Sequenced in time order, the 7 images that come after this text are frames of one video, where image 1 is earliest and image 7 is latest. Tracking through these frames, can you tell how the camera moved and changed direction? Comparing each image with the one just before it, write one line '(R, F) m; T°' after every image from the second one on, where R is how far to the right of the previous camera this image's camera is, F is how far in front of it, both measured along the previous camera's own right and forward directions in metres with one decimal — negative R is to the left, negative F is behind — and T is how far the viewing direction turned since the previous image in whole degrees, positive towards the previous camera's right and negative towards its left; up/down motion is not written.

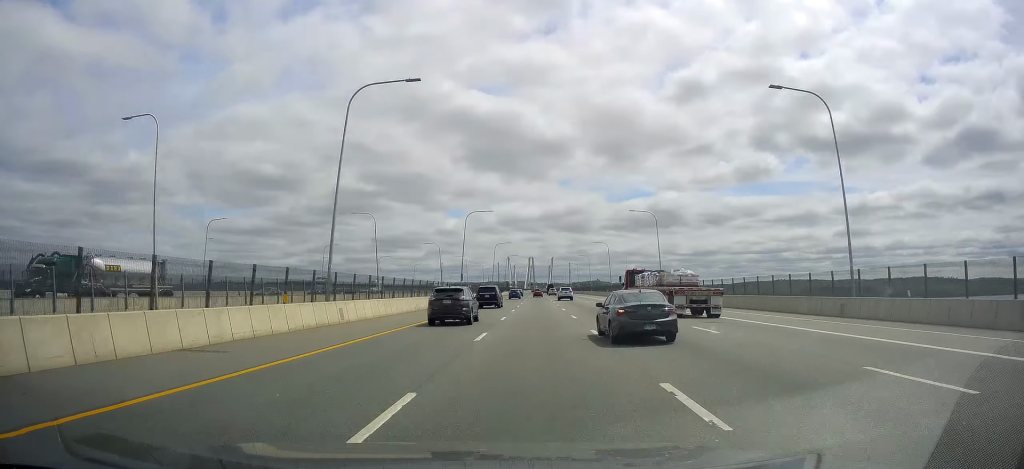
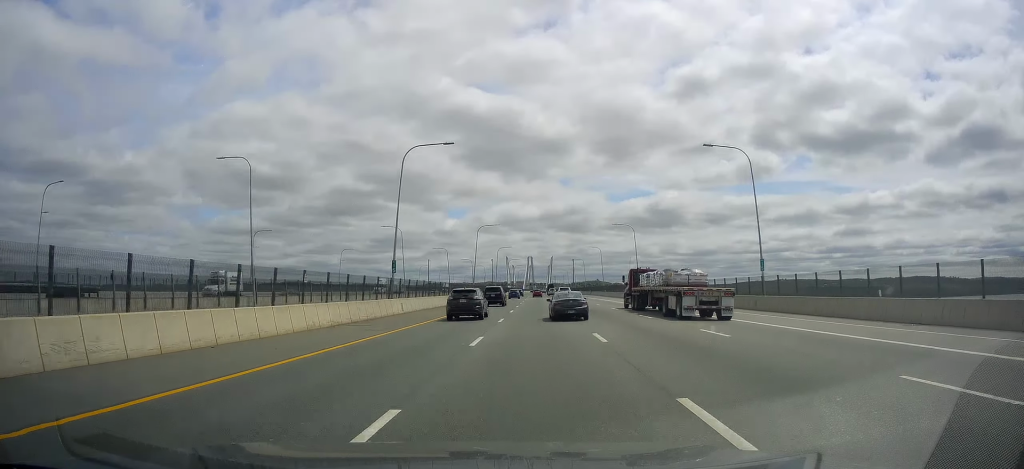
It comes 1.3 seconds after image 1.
(0.0, +37.6) m; -1°
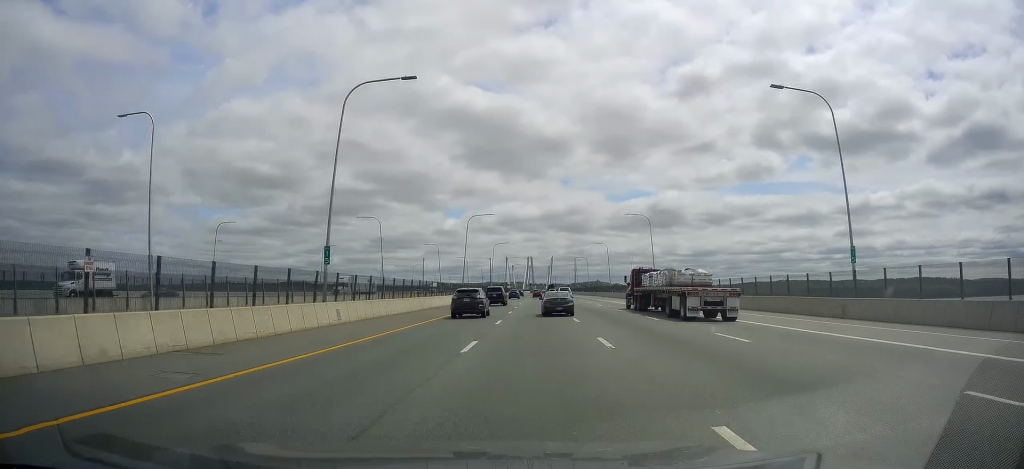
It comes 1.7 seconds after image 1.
(-0.1, +13.9) m; 0°
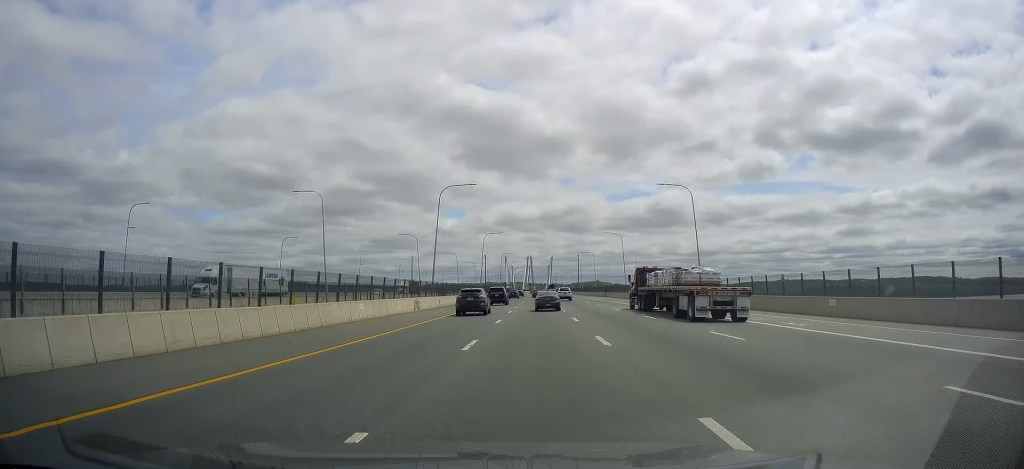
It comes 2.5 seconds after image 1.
(-0.4, +23.7) m; 0°
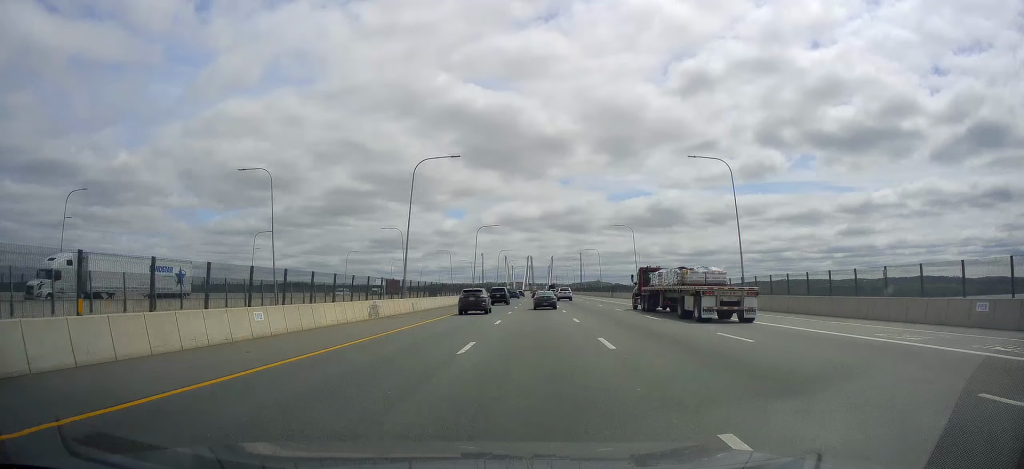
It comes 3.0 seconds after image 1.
(+0.2, +12.9) m; +1°
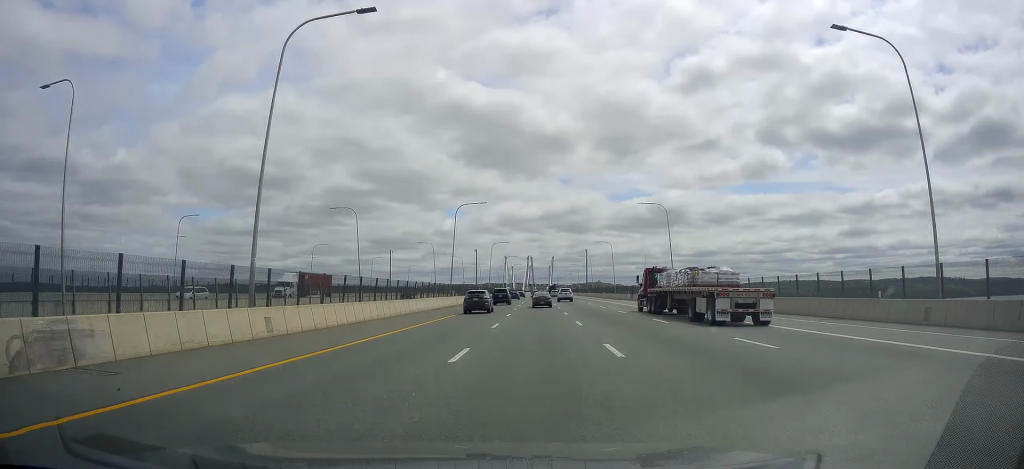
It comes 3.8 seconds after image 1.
(+0.4, +25.7) m; +1°
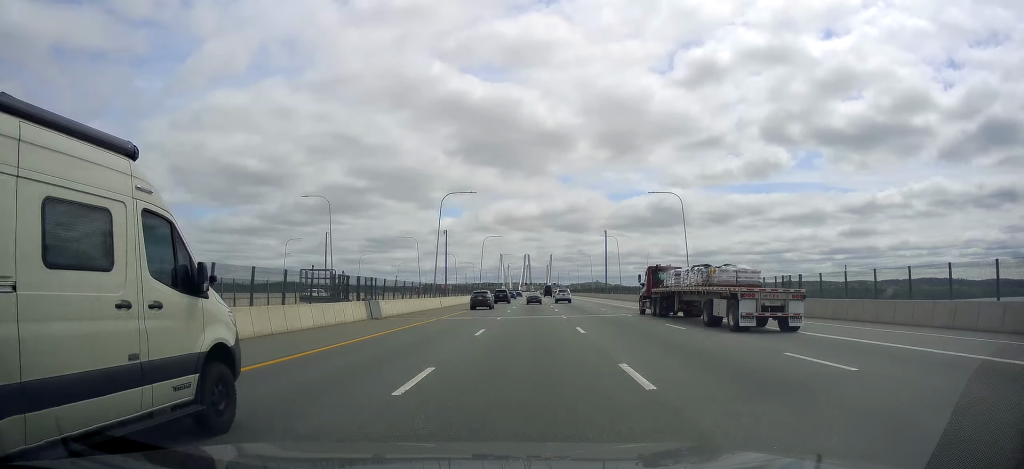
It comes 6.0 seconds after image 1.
(-0.5, +64.4) m; -1°
